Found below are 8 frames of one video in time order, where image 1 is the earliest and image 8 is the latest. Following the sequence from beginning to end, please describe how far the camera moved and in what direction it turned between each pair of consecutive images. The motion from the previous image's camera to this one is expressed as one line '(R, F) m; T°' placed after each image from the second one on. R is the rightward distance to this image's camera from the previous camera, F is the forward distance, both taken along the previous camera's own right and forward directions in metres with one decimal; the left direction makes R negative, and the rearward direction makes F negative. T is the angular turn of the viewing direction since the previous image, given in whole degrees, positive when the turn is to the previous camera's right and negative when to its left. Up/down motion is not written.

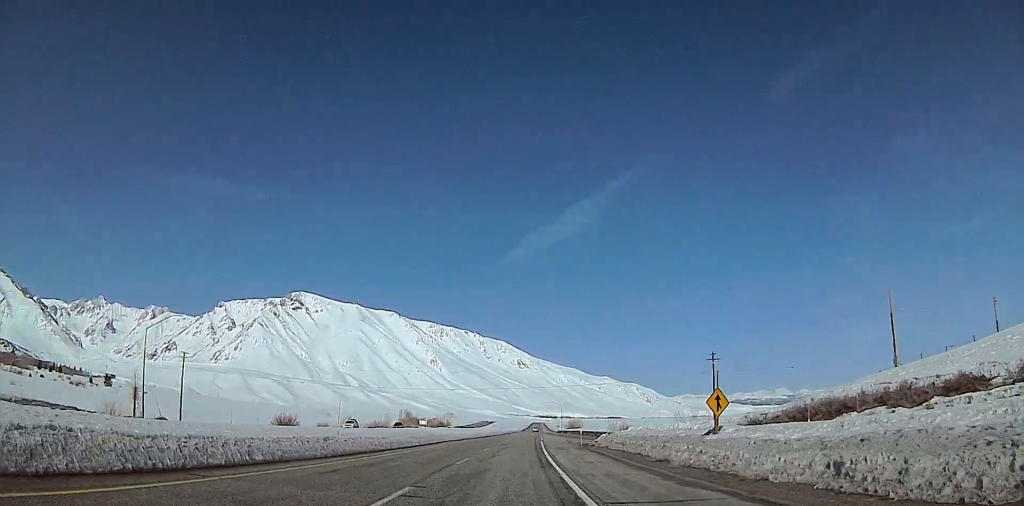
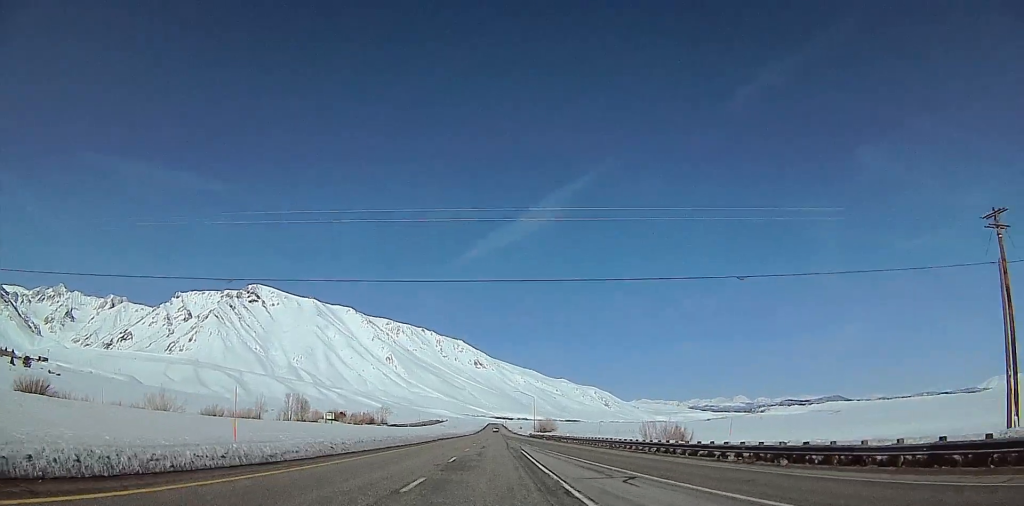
(+6.6, +84.9) m; +7°
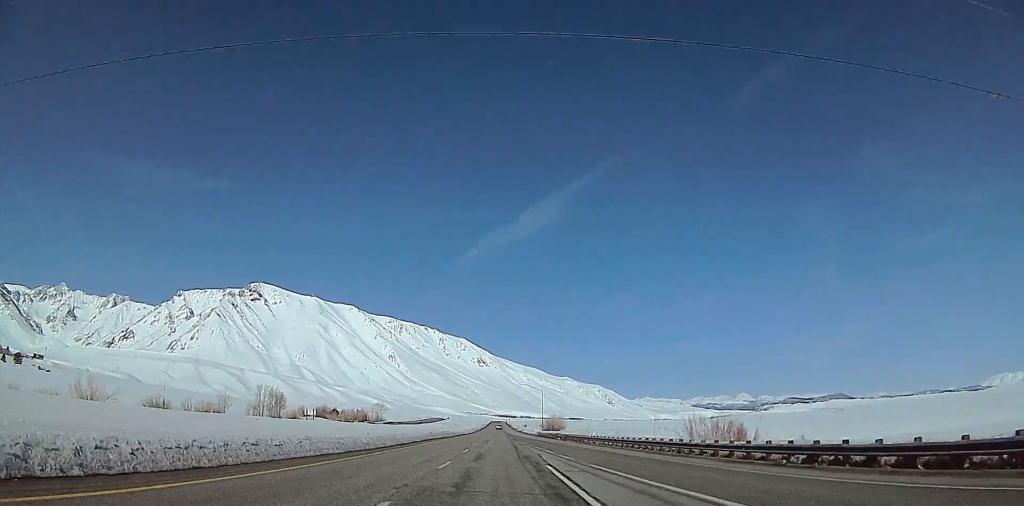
(+0.3, +20.8) m; -4°
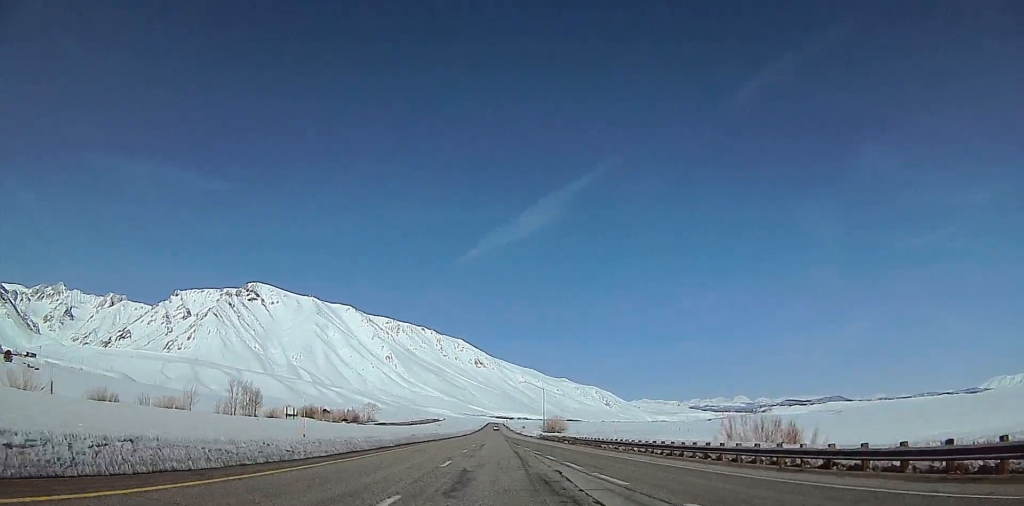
(-1.3, +13.1) m; -2°
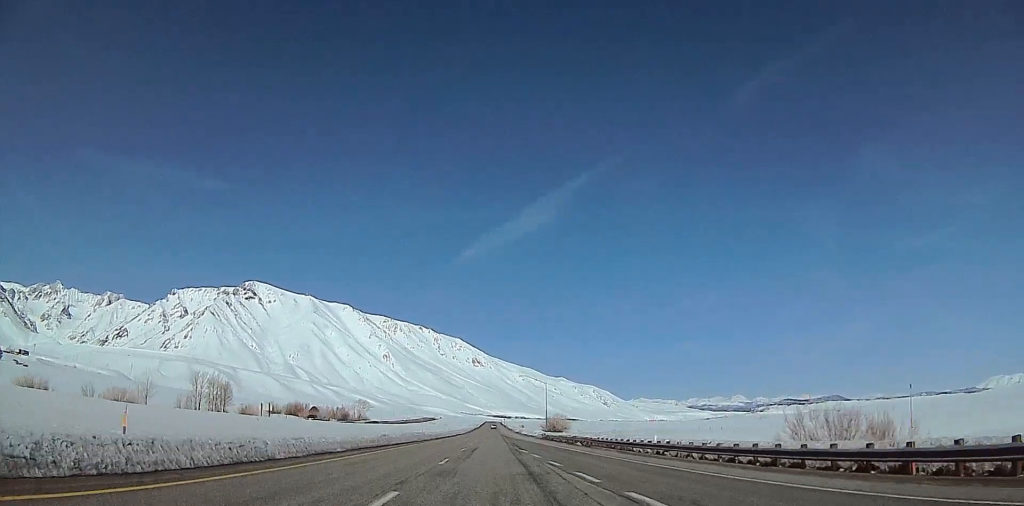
(-0.9, +14.1) m; -2°
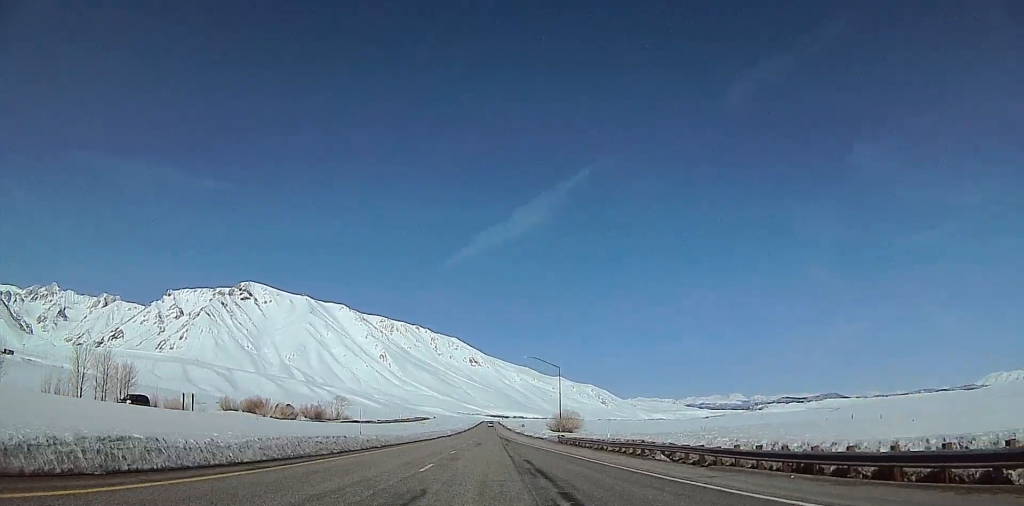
(+1.5, +33.2) m; +3°
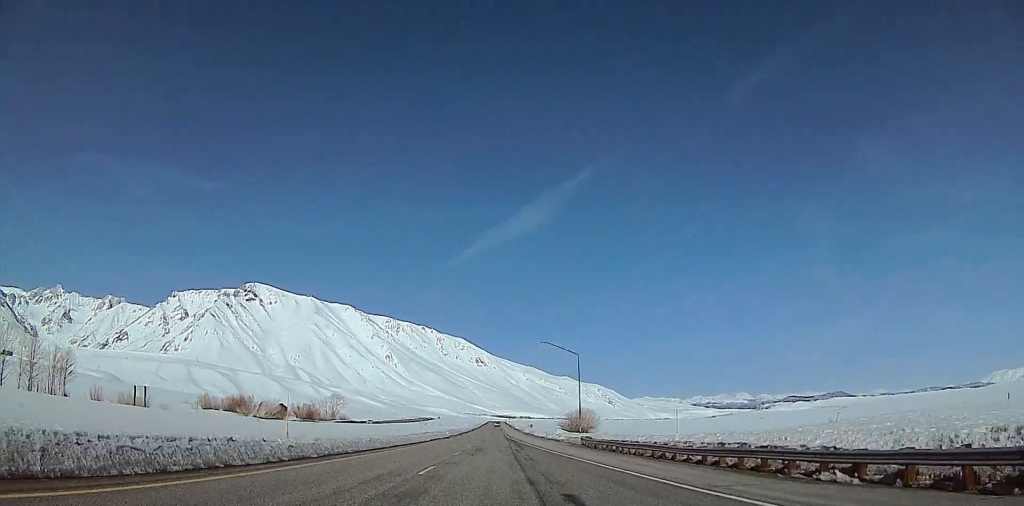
(+0.1, +16.0) m; 0°
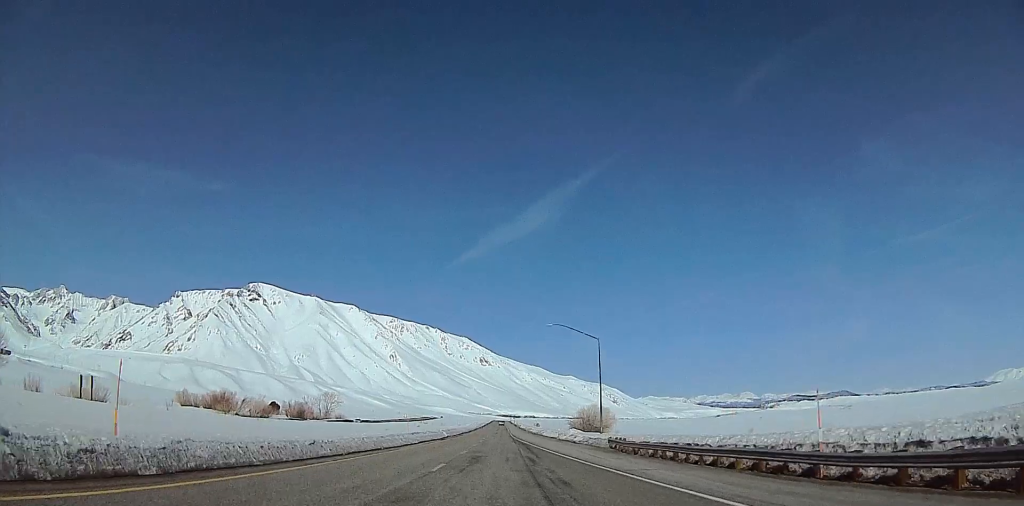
(0.0, +13.2) m; 0°
